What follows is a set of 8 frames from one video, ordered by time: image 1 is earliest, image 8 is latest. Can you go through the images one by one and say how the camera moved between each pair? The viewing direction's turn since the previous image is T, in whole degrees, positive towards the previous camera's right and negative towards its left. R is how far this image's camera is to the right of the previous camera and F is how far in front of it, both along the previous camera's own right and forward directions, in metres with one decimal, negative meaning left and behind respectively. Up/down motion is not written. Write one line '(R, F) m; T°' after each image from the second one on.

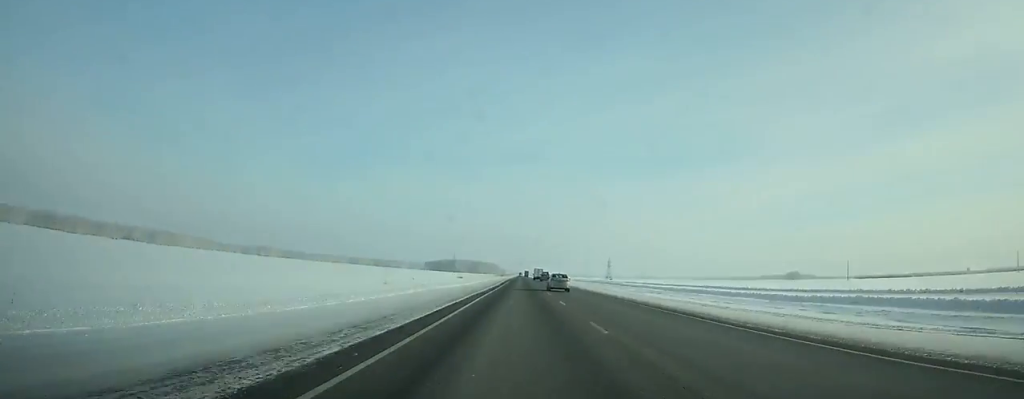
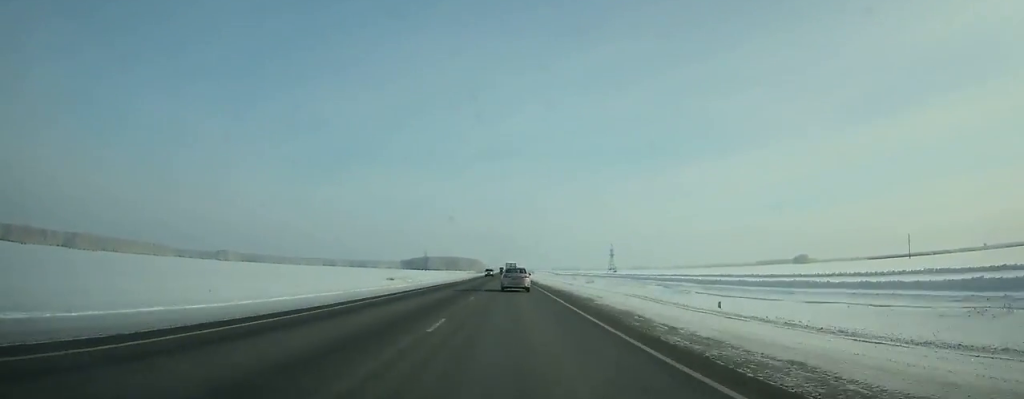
(+1.0, +116.3) m; 0°
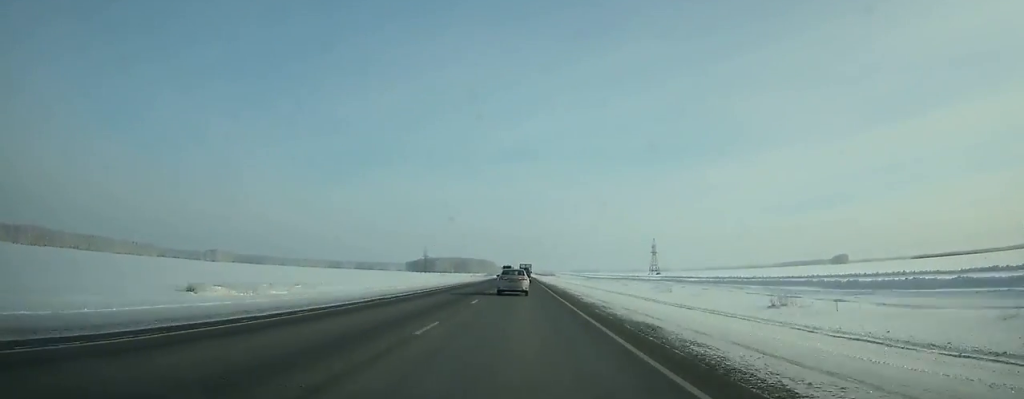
(-1.2, +110.0) m; -1°
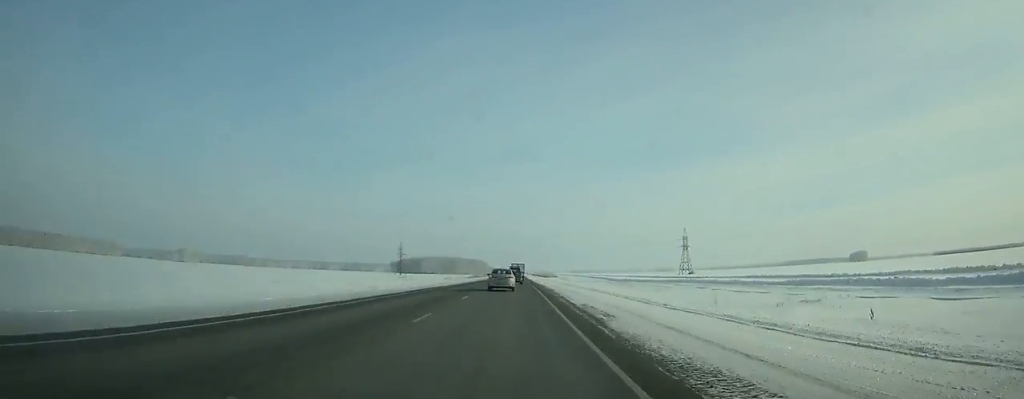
(-0.5, +98.2) m; -1°
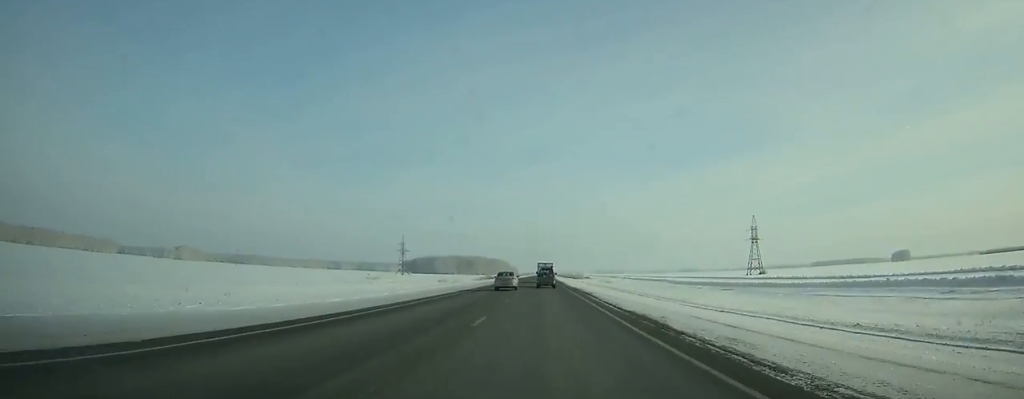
(-1.0, +76.7) m; 0°
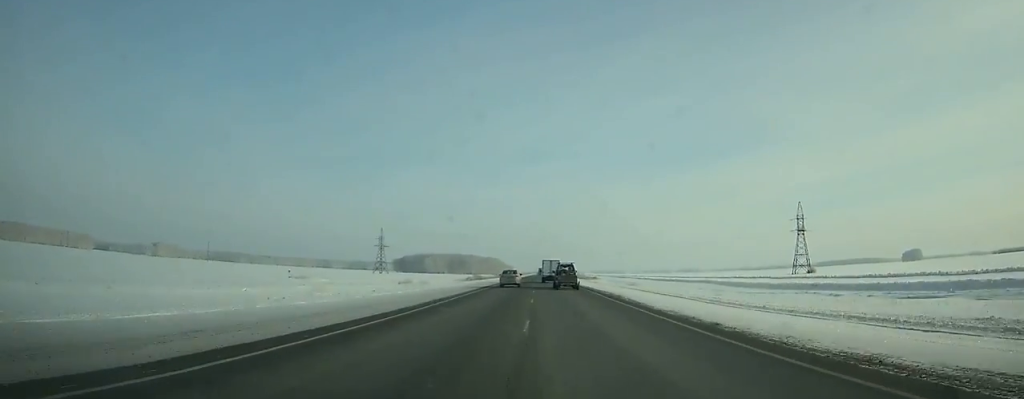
(+0.3, +52.4) m; 0°
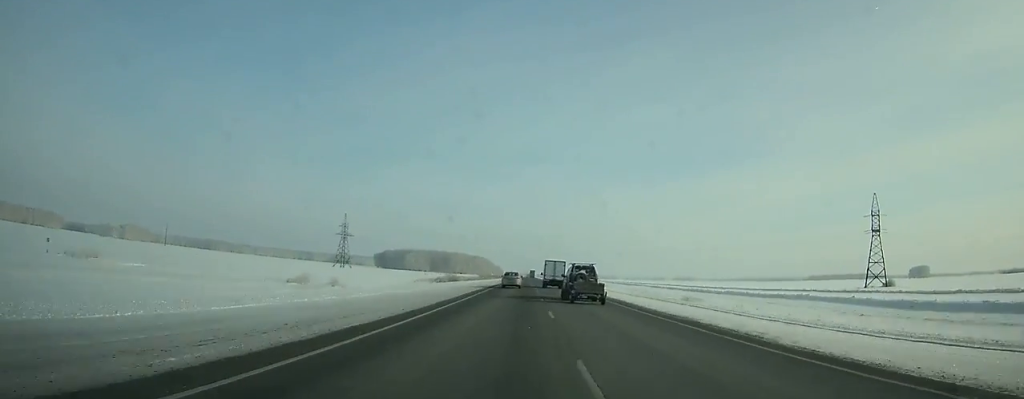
(+0.2, +56.3) m; +1°
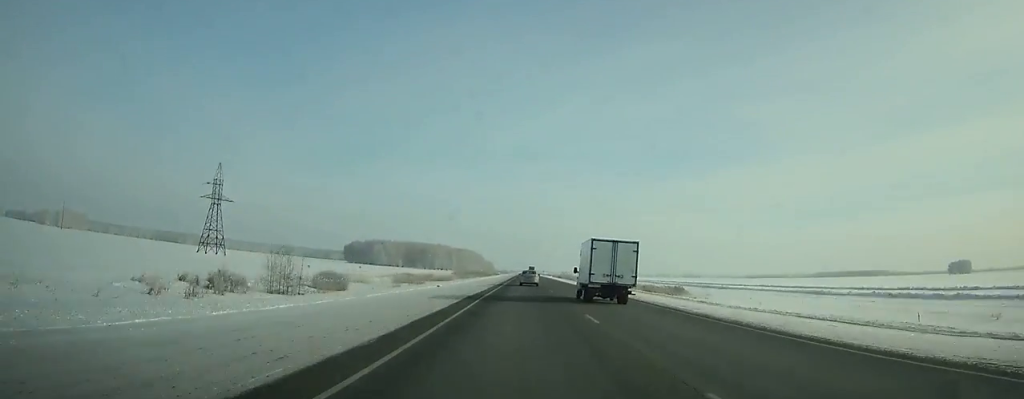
(+0.9, +124.6) m; +1°
